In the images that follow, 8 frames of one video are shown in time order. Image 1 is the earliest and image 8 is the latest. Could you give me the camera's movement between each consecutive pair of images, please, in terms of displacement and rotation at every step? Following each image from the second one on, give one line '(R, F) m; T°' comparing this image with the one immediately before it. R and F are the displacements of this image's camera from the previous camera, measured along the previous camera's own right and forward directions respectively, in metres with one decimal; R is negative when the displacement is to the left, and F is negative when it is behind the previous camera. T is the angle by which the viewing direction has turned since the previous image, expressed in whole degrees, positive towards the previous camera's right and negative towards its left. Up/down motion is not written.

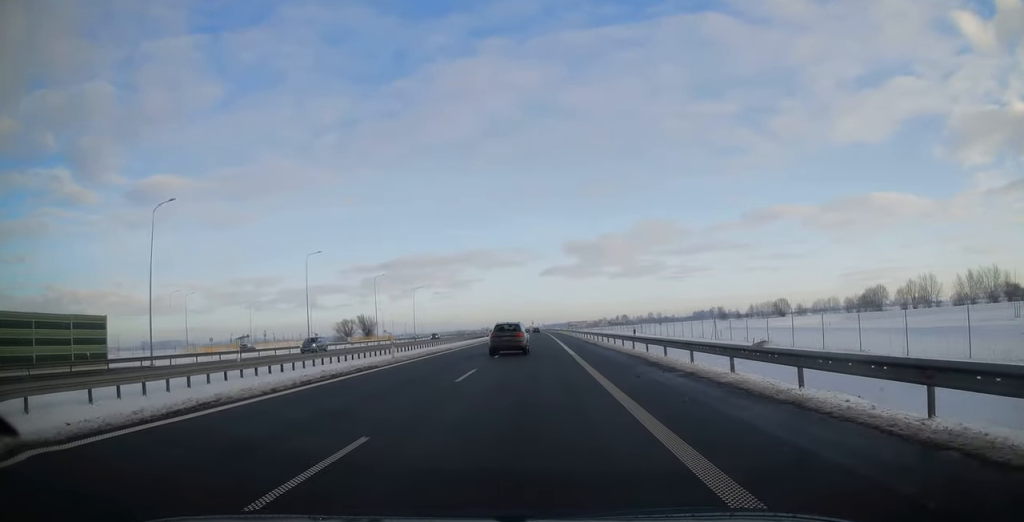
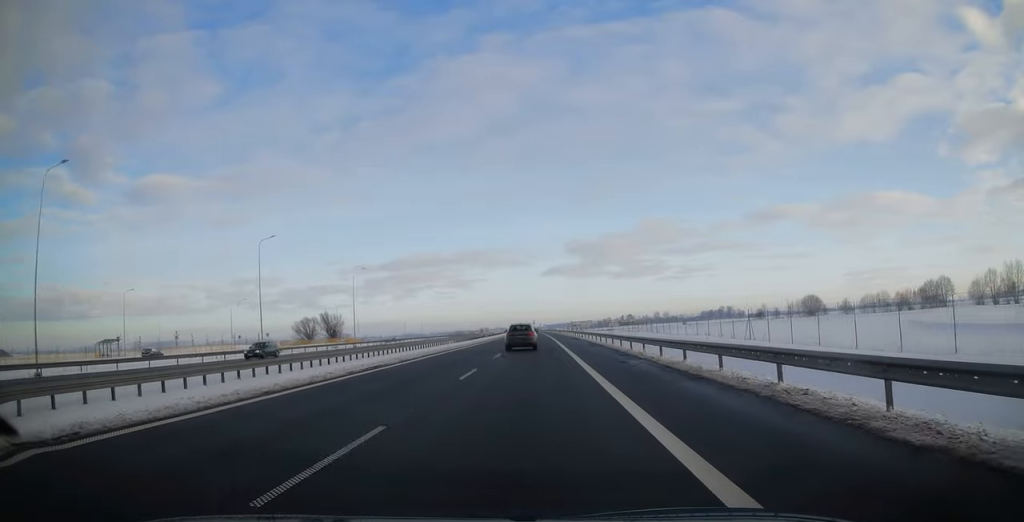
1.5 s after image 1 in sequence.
(-0.3, +46.7) m; -1°
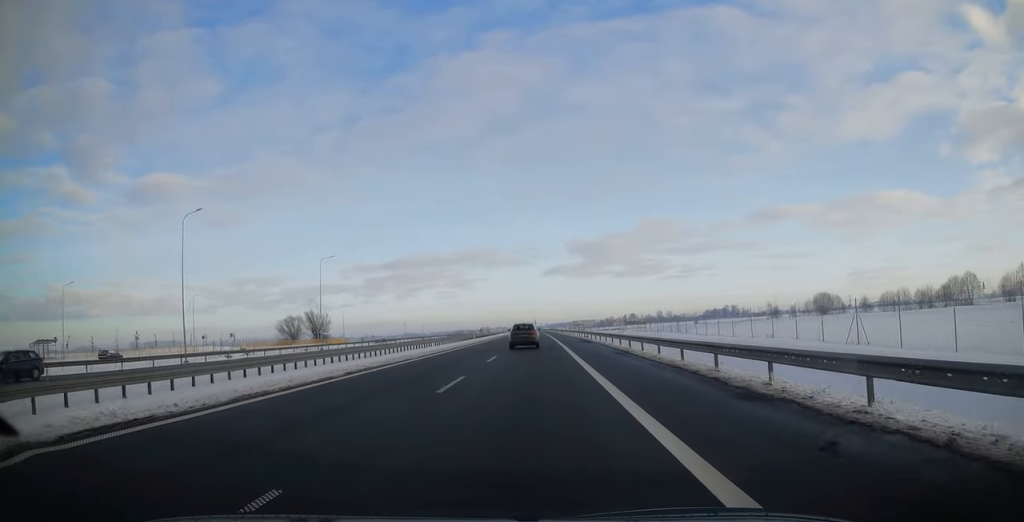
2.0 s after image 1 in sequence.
(0.0, +15.4) m; 0°
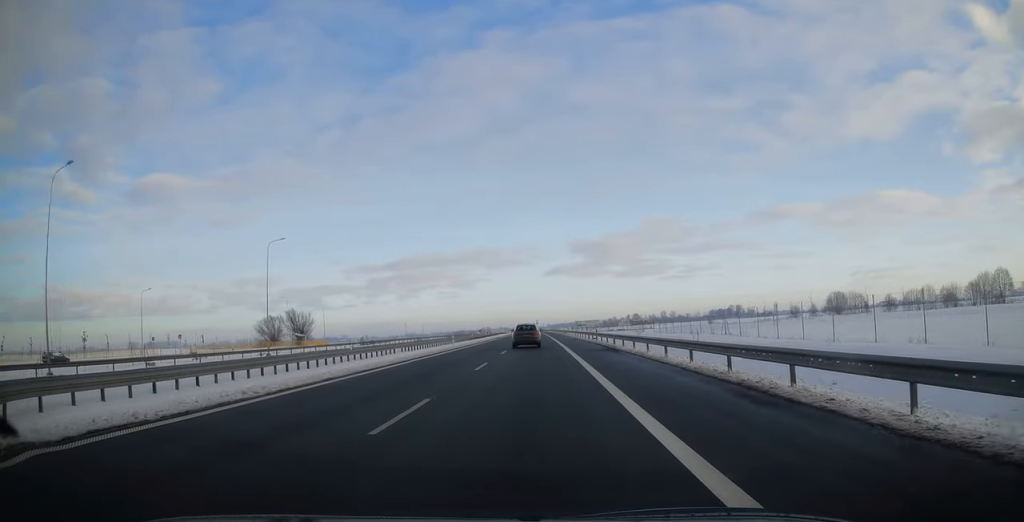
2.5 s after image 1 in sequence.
(0.0, +17.0) m; 0°
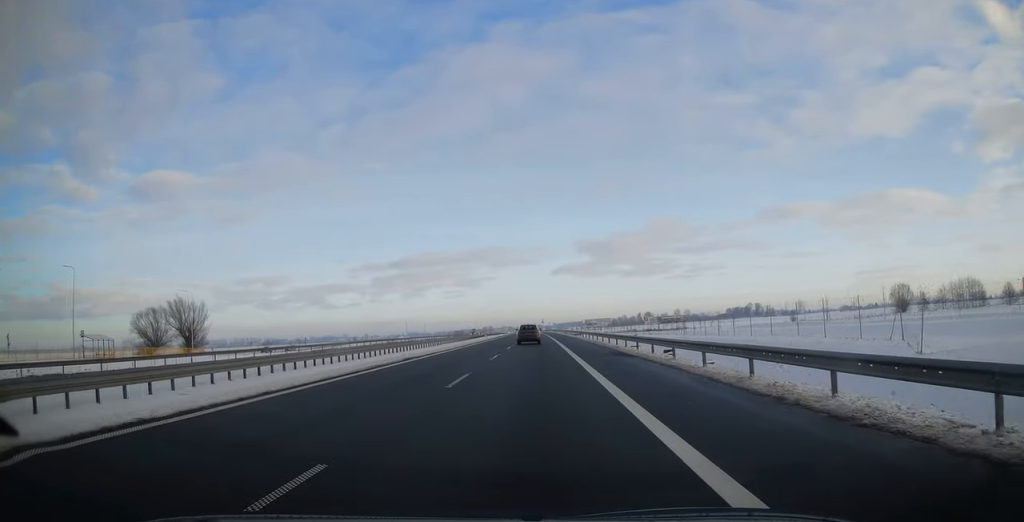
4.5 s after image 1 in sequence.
(-0.1, +65.3) m; 0°
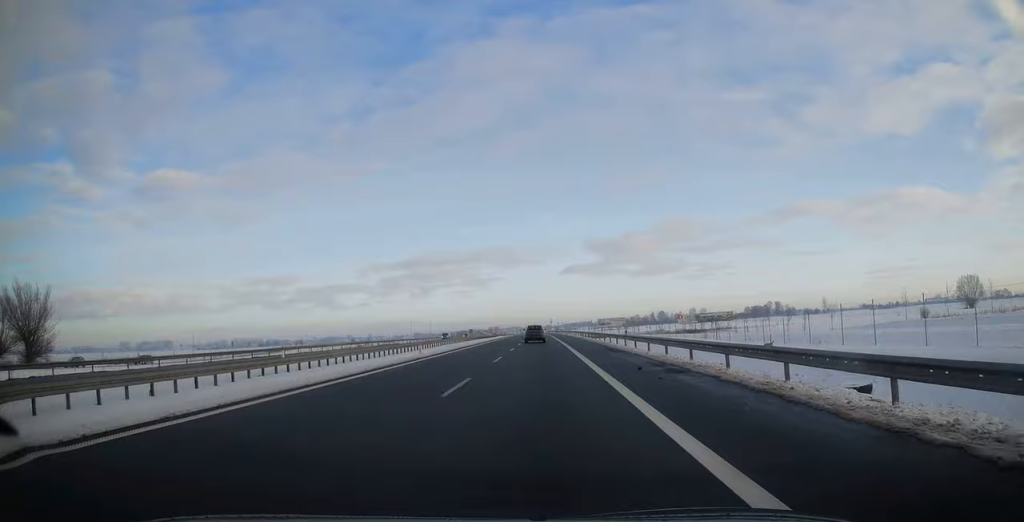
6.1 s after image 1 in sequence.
(-0.3, +49.4) m; 0°
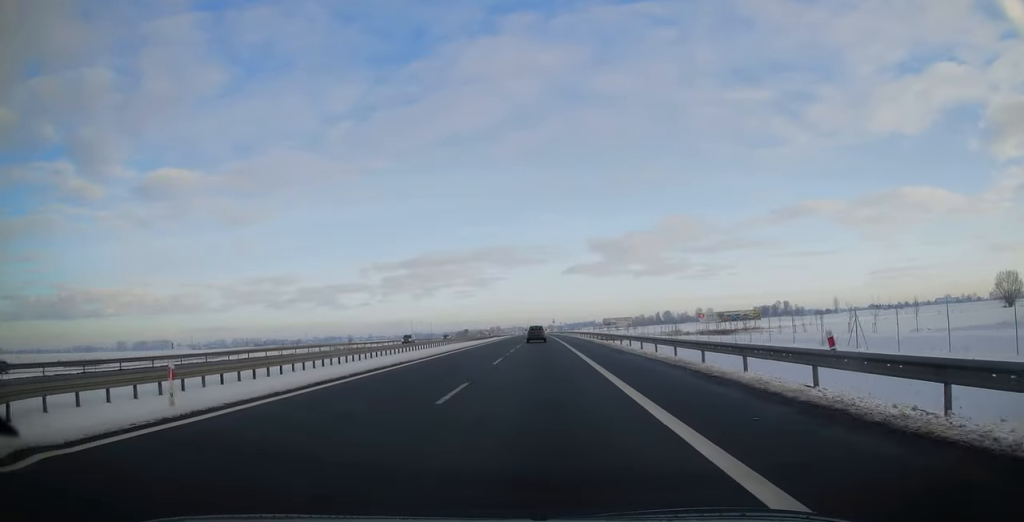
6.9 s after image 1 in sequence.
(+0.1, +25.0) m; 0°
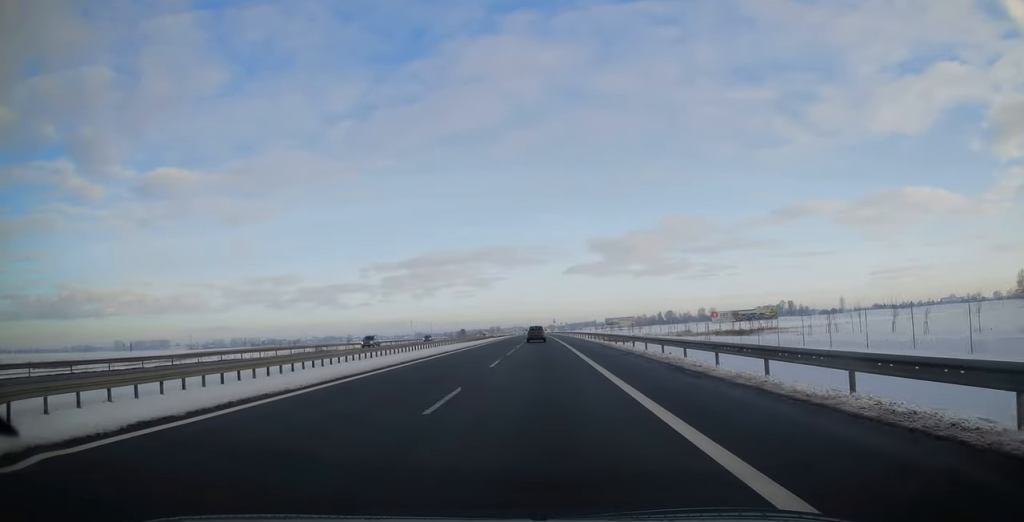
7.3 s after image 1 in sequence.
(+0.1, +13.3) m; 0°
